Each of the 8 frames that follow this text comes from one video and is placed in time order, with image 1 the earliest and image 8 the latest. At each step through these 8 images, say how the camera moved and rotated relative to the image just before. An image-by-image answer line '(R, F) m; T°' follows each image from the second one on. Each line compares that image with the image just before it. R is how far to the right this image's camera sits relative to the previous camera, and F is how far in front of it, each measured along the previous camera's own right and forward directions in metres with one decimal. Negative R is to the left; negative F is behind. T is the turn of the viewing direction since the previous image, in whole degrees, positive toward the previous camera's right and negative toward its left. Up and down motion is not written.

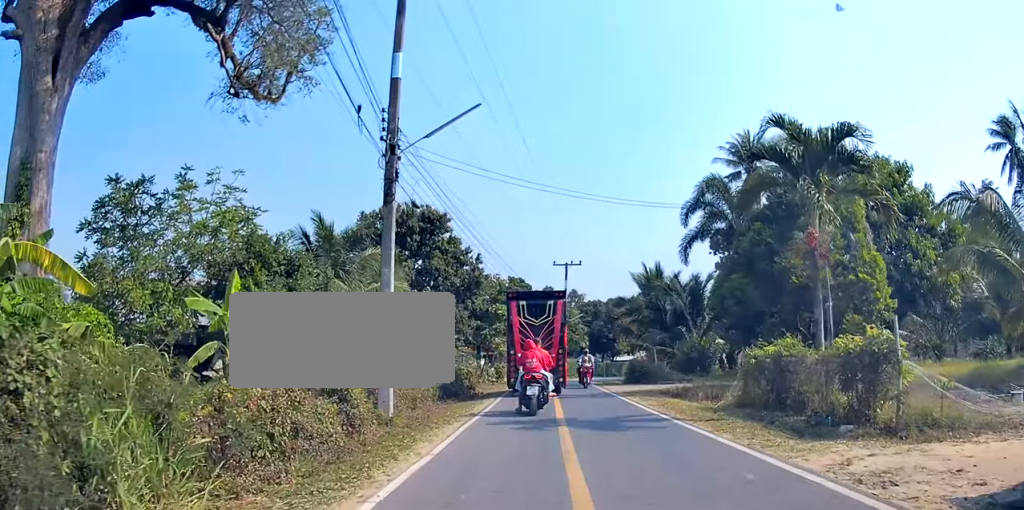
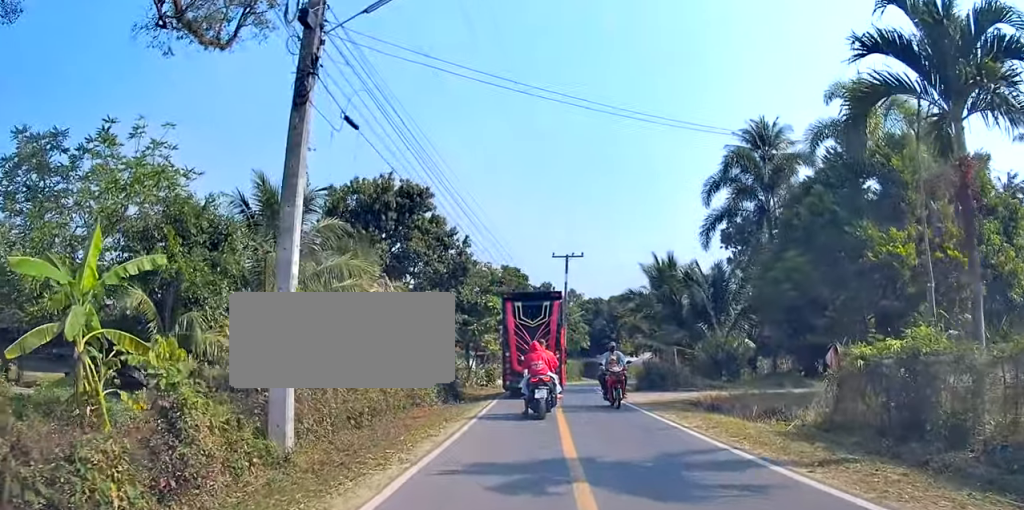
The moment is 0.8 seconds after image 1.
(-0.1, +4.5) m; -1°
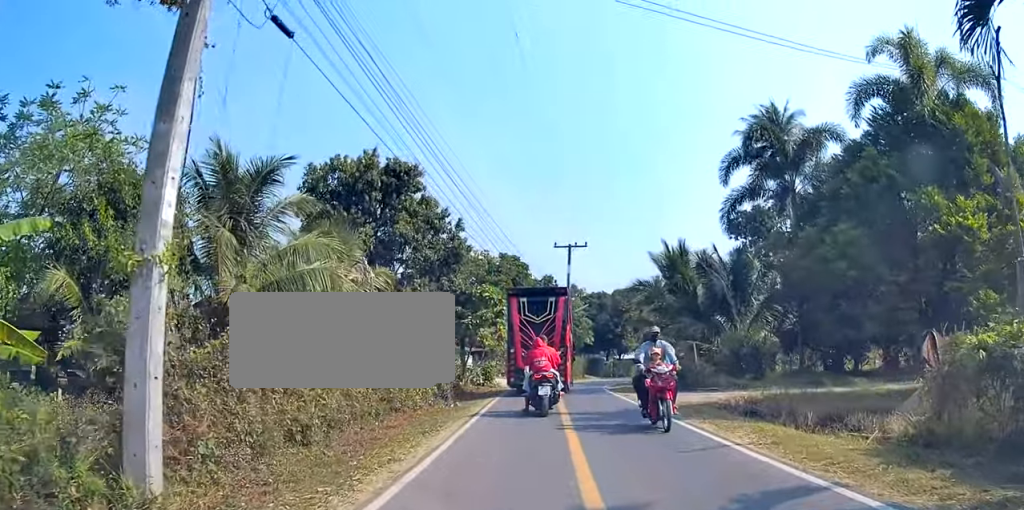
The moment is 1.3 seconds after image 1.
(0.0, +2.8) m; 0°
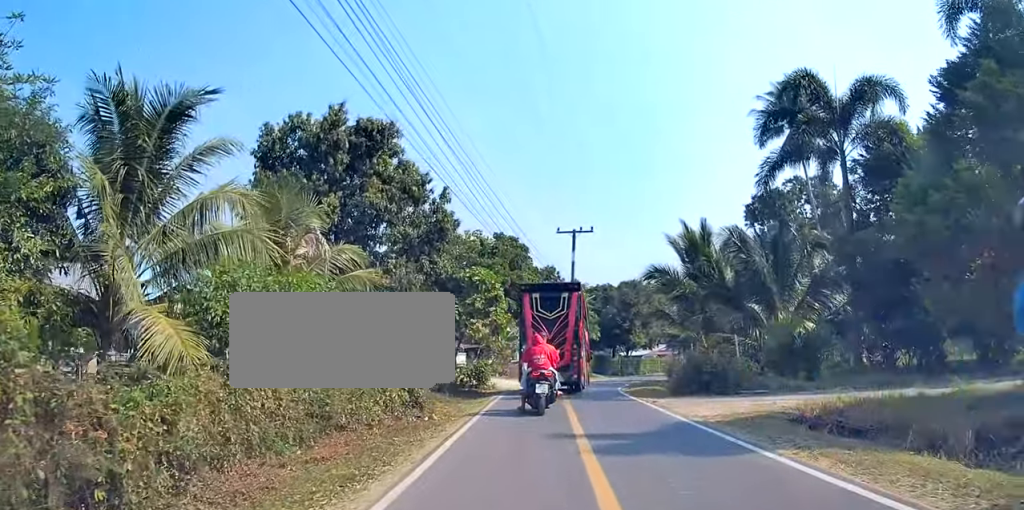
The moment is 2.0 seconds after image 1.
(0.0, +4.2) m; -1°
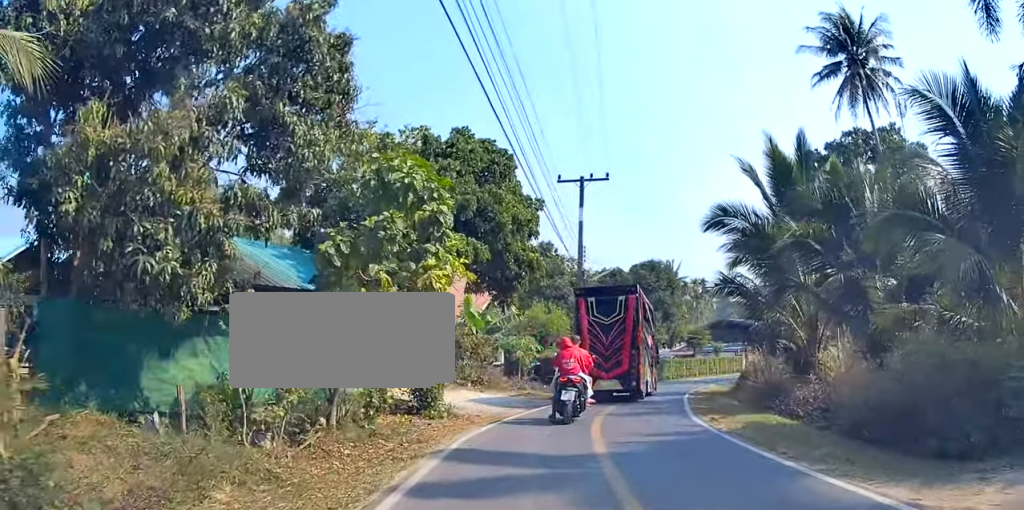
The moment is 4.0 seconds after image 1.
(-0.2, +12.6) m; 0°
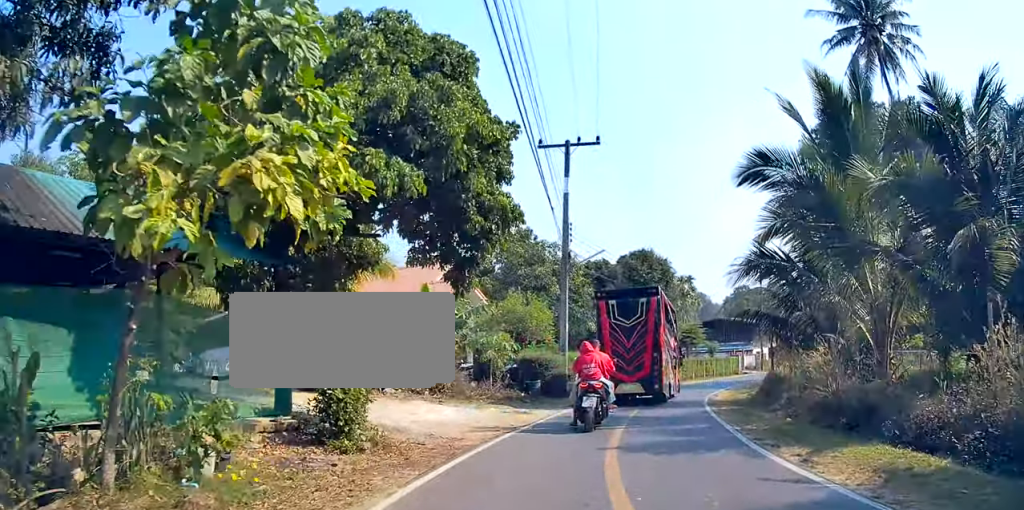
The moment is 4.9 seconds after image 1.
(-0.1, +5.4) m; +5°
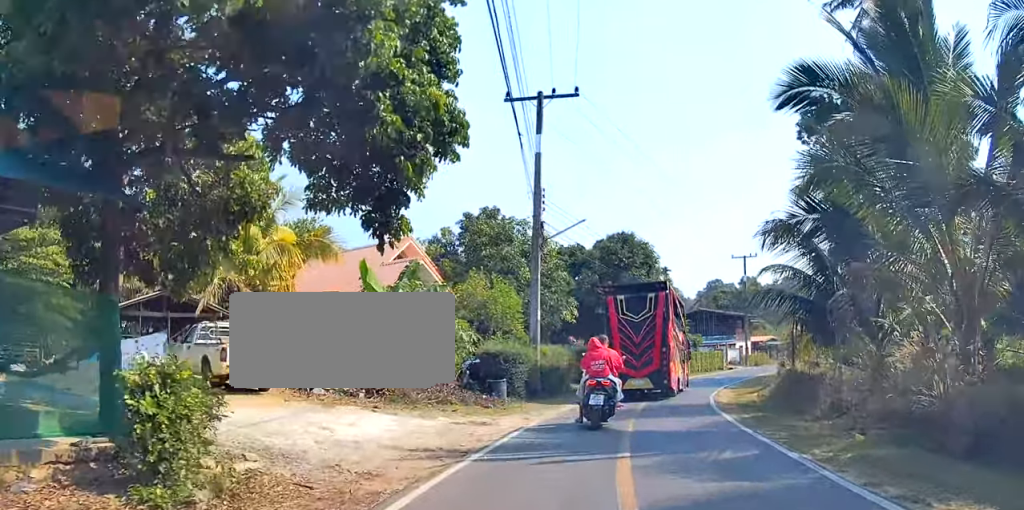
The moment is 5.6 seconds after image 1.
(+0.4, +4.5) m; 0°
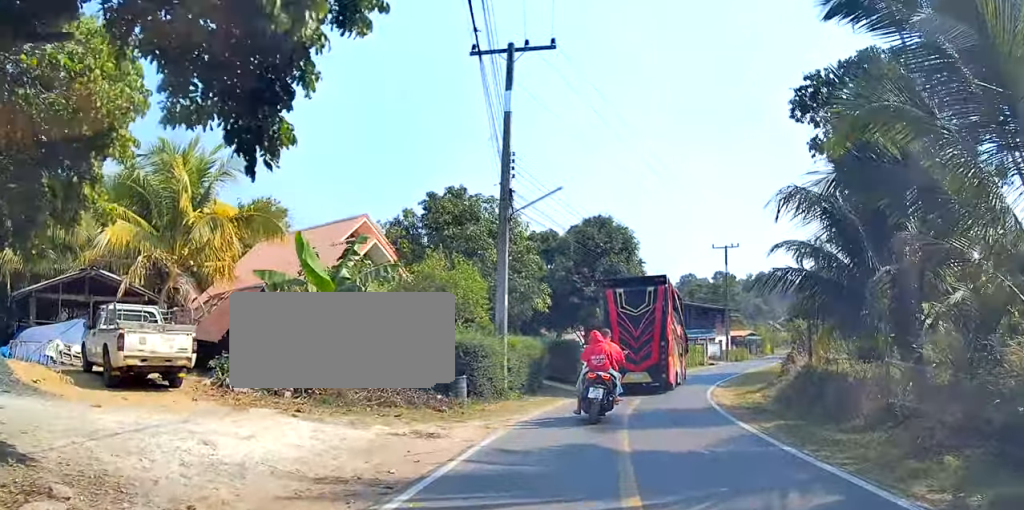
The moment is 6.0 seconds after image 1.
(+0.1, +3.2) m; 0°
